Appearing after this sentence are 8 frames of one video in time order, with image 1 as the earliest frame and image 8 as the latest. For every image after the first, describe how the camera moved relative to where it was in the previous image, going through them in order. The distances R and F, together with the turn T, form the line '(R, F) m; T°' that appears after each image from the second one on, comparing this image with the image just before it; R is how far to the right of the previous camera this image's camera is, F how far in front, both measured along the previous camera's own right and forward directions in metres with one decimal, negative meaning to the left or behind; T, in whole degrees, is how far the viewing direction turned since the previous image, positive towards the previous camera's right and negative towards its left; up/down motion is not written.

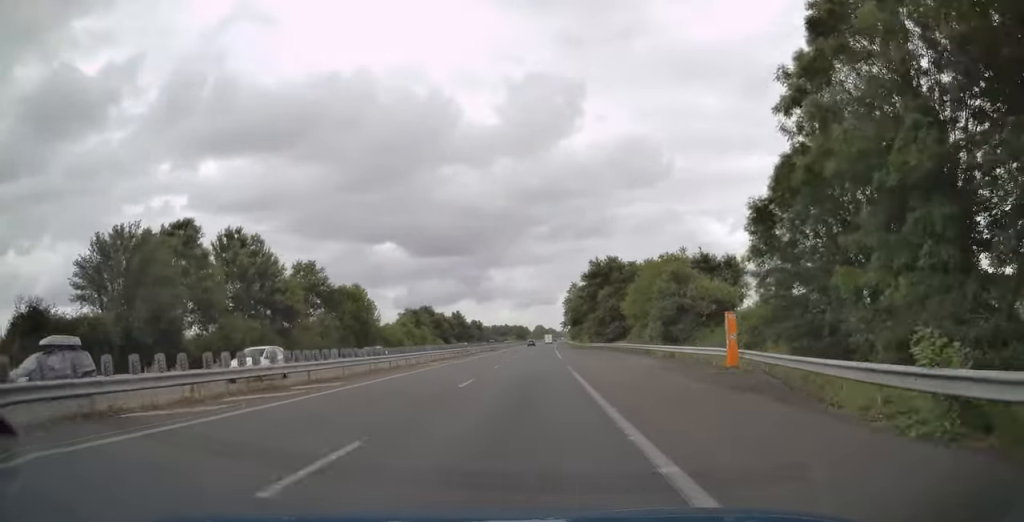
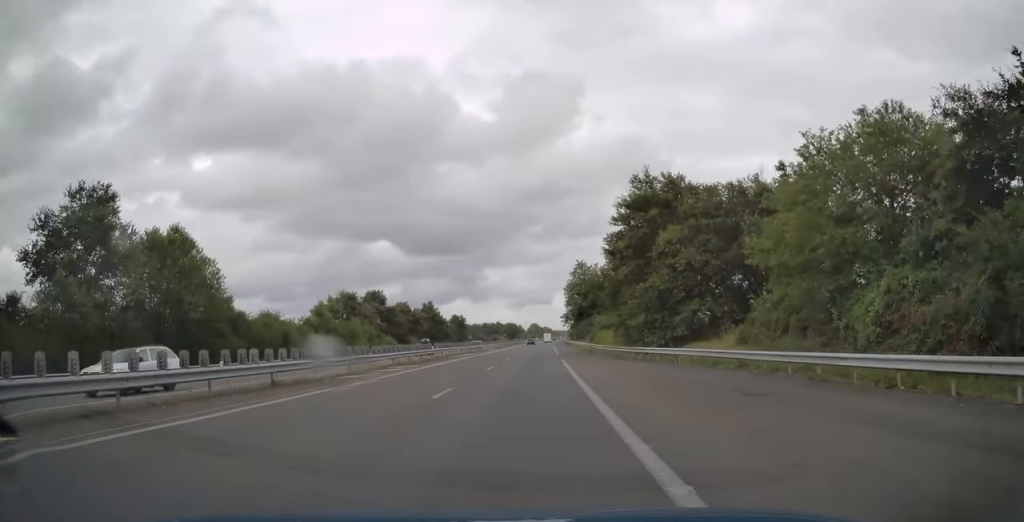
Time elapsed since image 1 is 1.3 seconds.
(+0.3, +42.9) m; 0°
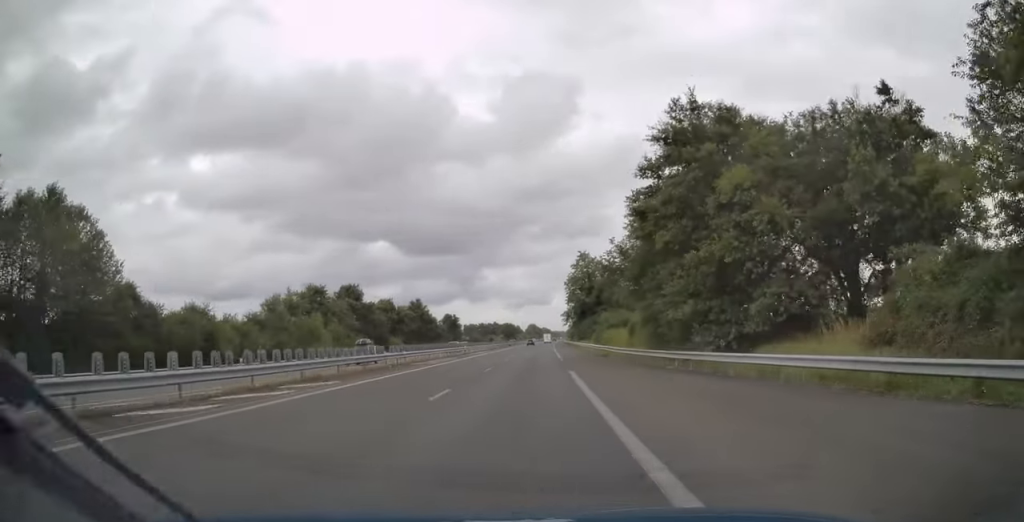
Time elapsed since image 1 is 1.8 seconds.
(-0.2, +13.4) m; 0°
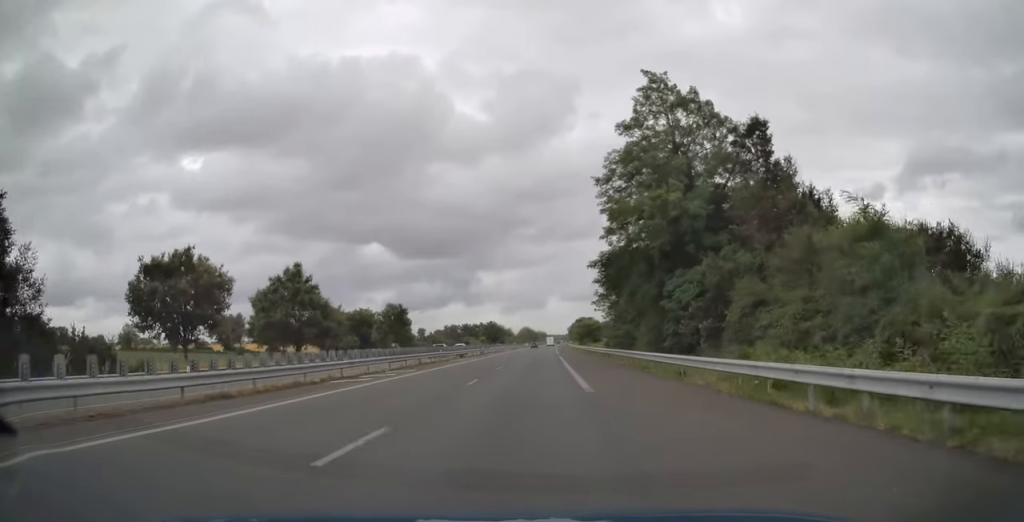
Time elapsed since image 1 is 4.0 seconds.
(+0.9, +72.2) m; +1°
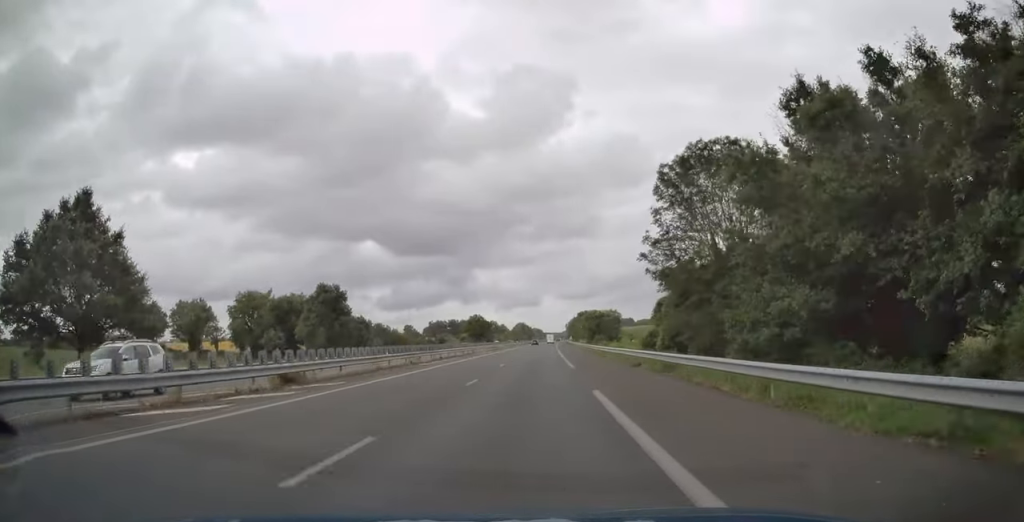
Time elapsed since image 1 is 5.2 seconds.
(+0.1, +40.1) m; +1°
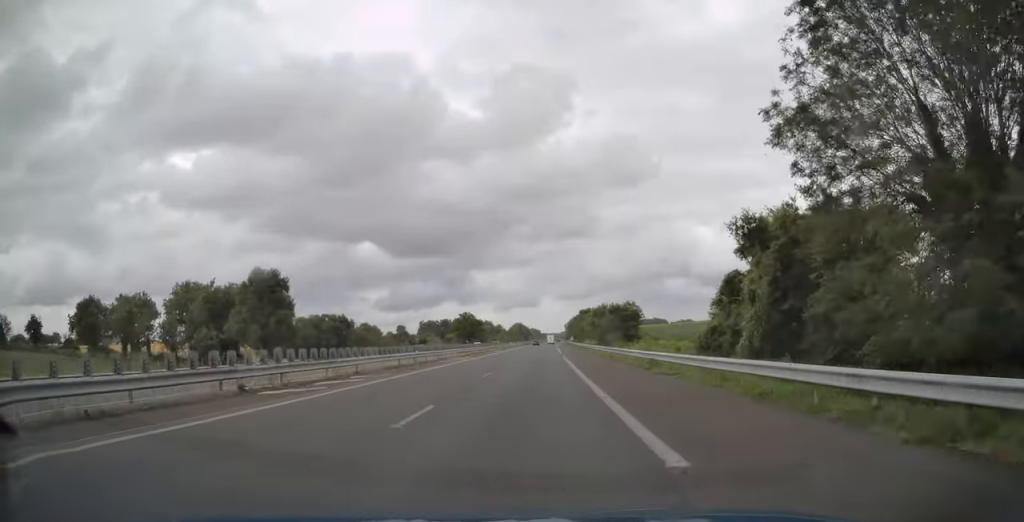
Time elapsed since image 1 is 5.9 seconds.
(+0.3, +21.9) m; 0°
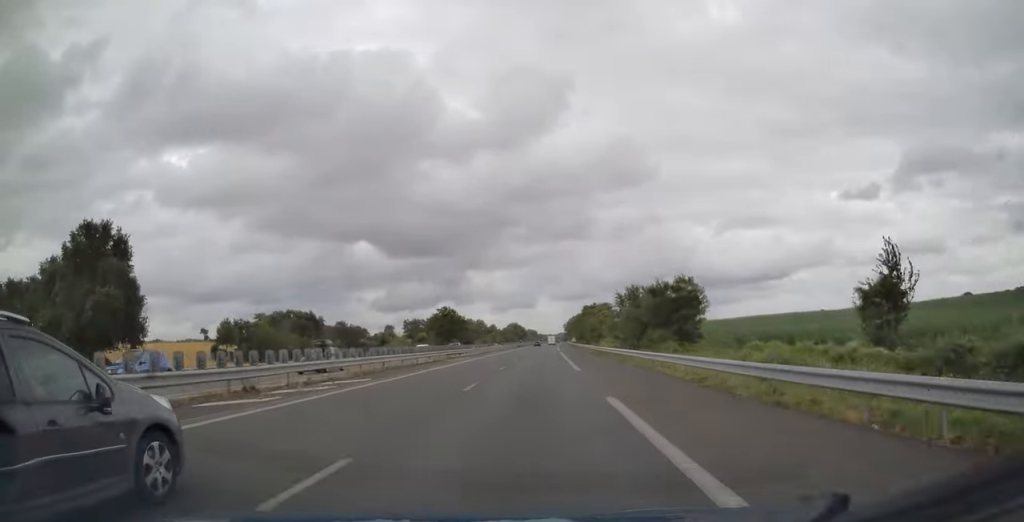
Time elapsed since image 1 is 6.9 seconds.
(-0.3, +31.6) m; 0°
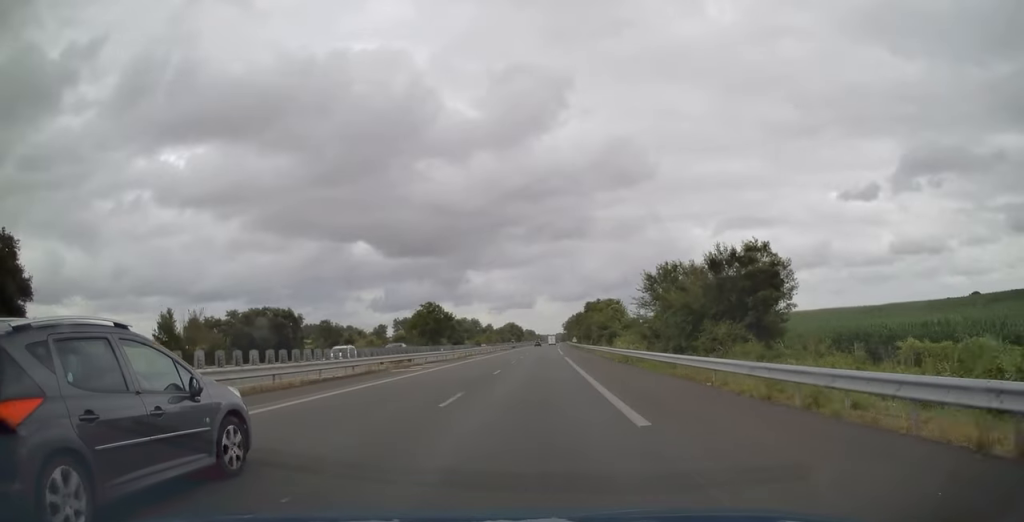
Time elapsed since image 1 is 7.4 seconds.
(+0.2, +17.1) m; 0°
